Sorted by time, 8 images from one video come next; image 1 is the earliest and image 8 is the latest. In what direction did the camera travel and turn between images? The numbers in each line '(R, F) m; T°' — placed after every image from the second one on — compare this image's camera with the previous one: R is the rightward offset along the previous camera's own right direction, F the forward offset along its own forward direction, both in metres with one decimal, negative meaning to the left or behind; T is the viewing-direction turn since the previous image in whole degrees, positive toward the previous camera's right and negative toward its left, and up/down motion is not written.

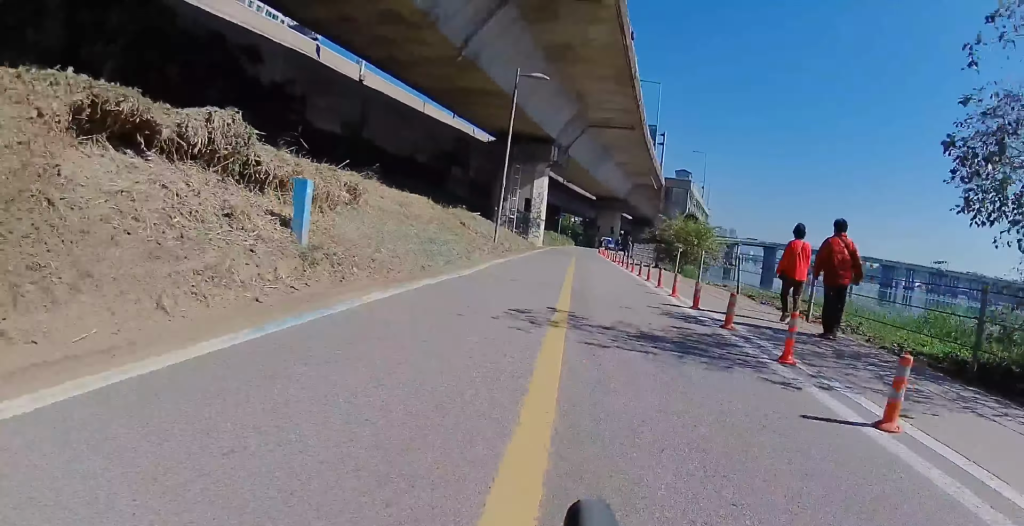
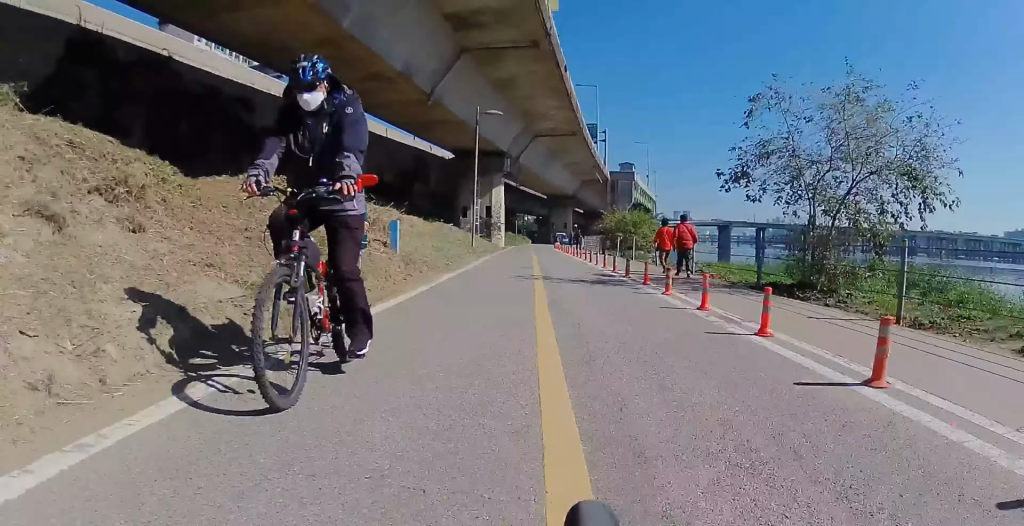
(0.0, +6.1) m; -2°
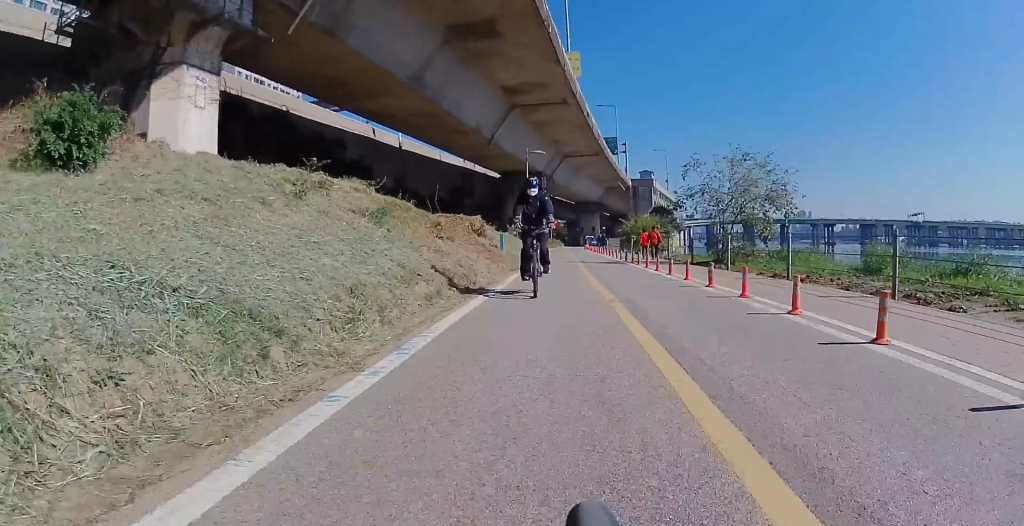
(-0.3, +11.1) m; 0°
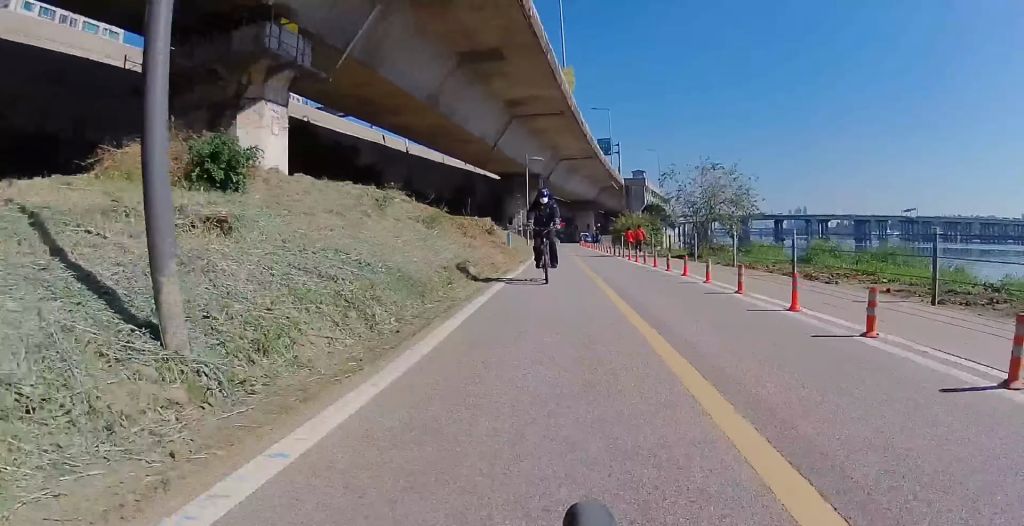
(+0.1, +4.2) m; +1°
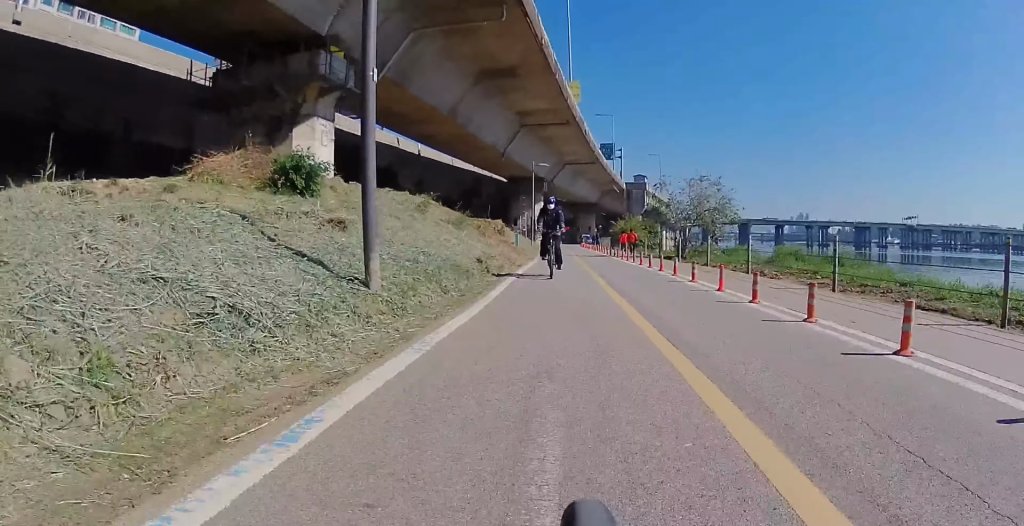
(0.0, +3.4) m; +1°
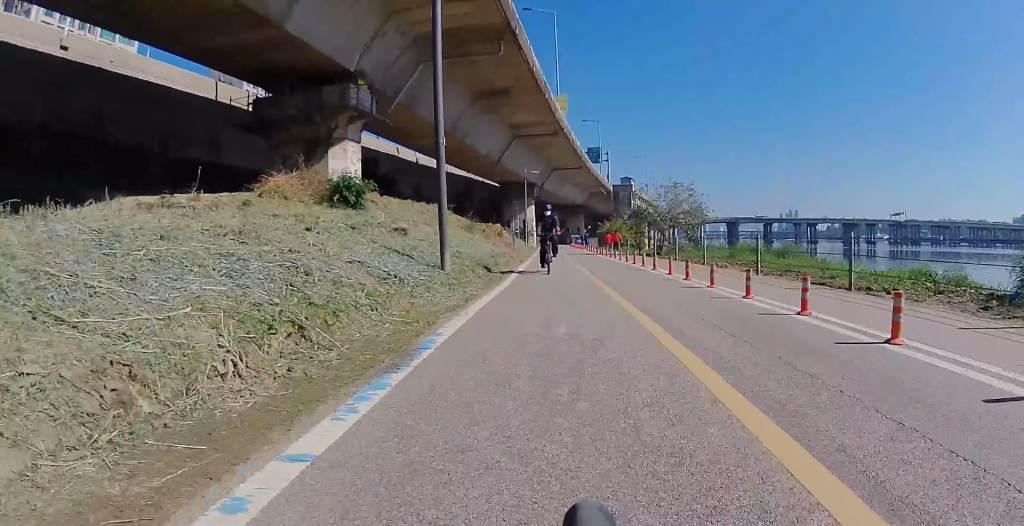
(0.0, +4.2) m; 0°
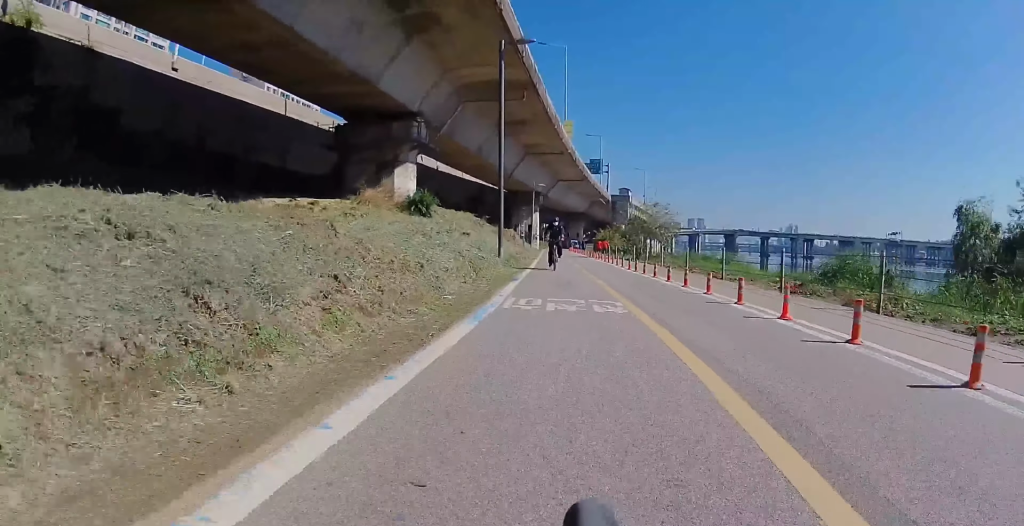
(0.0, +8.8) m; 0°
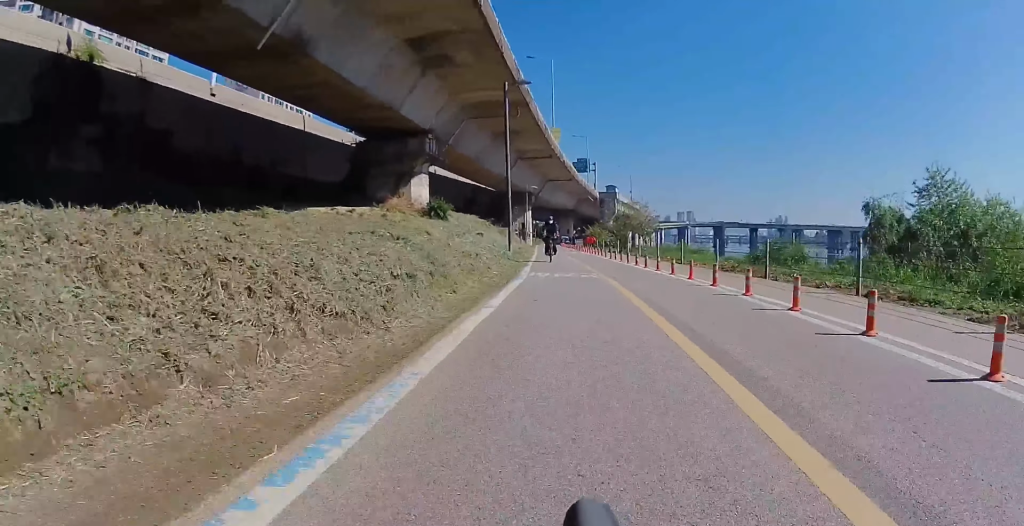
(0.0, +5.7) m; +1°
